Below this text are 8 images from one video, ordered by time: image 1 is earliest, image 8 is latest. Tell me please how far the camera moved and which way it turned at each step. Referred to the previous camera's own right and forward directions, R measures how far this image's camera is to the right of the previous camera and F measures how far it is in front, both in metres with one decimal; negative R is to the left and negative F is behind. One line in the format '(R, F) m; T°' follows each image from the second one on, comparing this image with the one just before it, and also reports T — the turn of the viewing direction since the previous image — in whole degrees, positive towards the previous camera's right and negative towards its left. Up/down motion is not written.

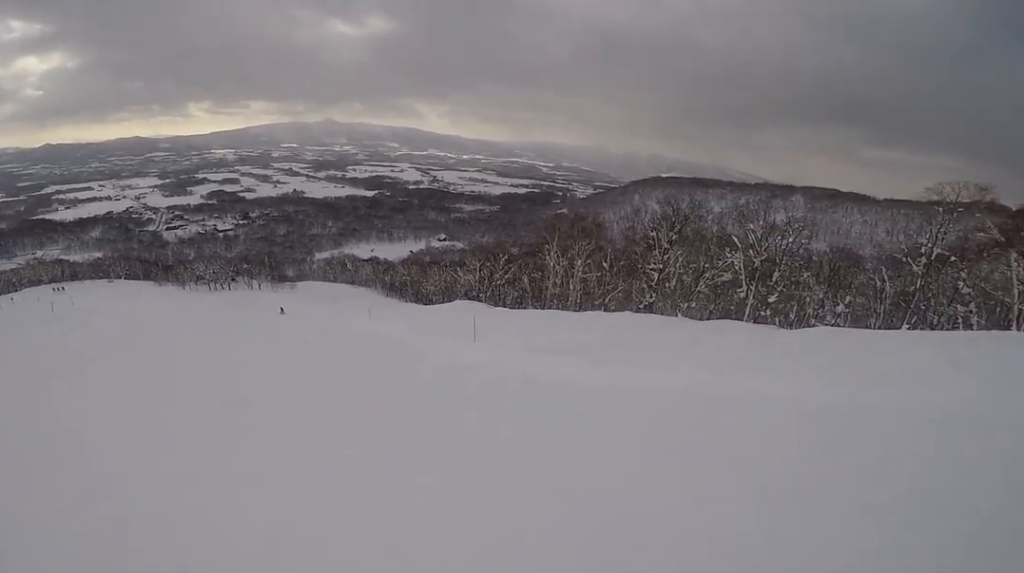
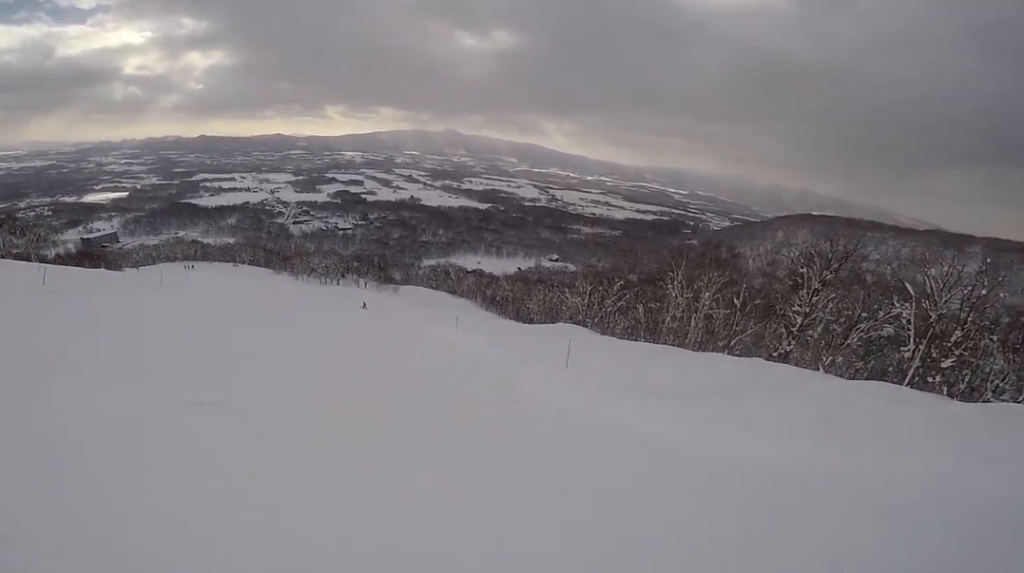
(-0.5, +2.5) m; -15°
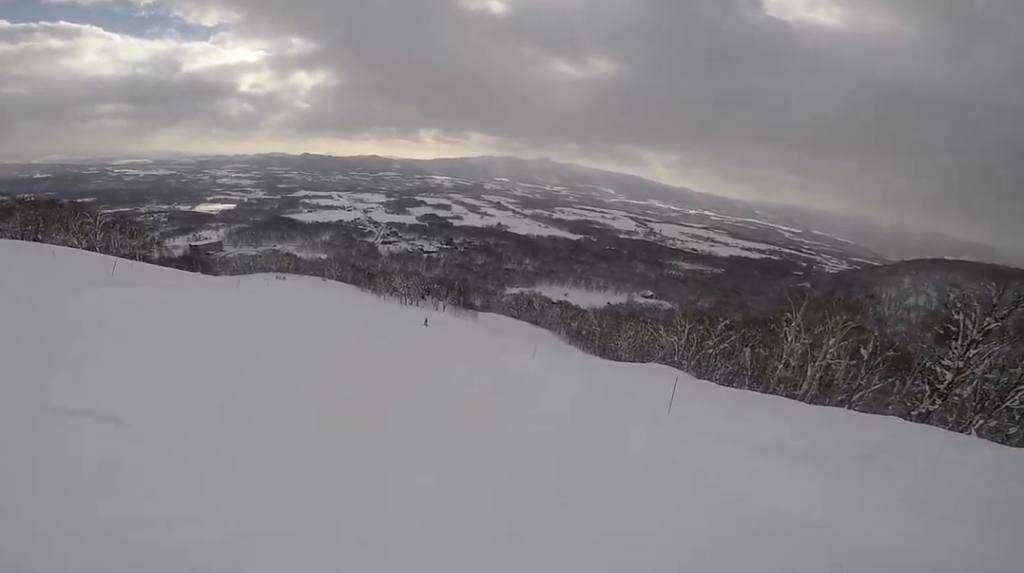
(-0.1, +2.4) m; -14°
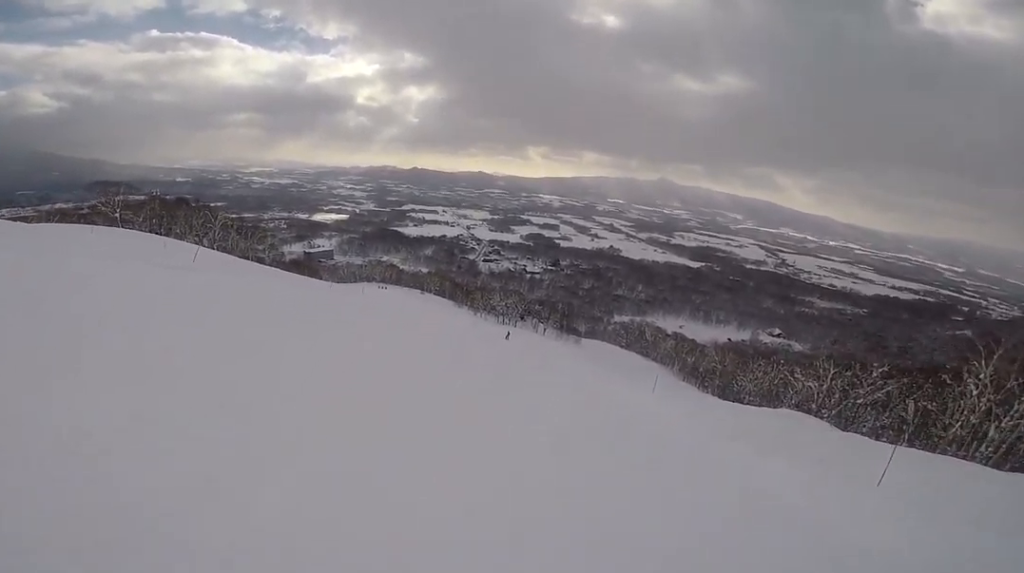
(-0.6, +3.1) m; -13°
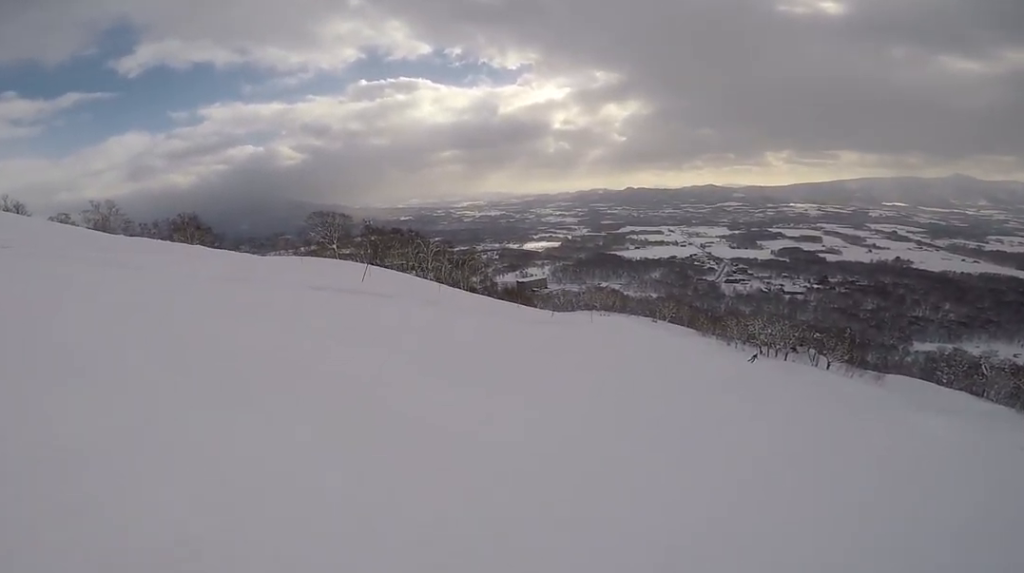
(-3.1, +8.4) m; -40°
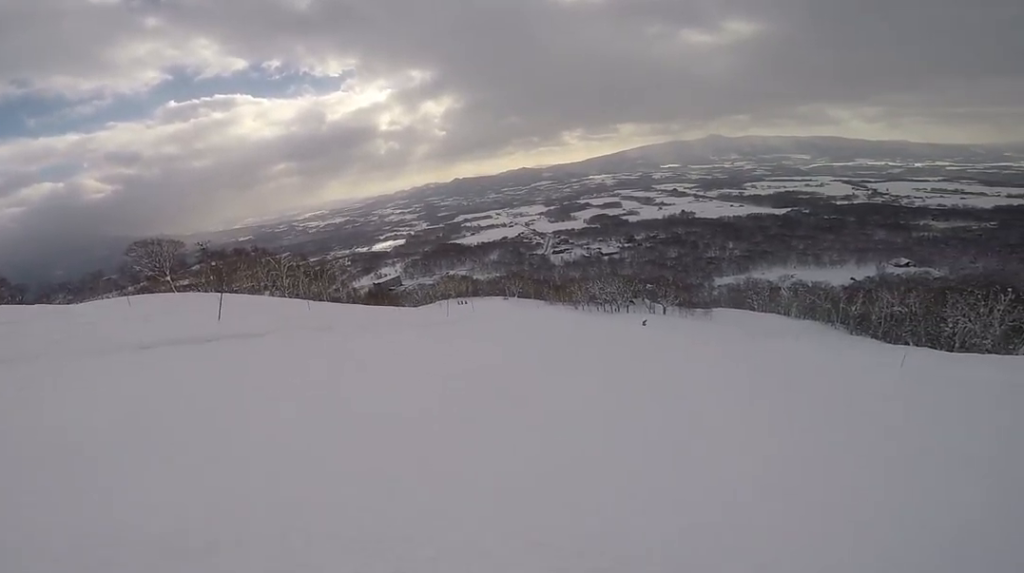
(-1.2, +6.6) m; -16°
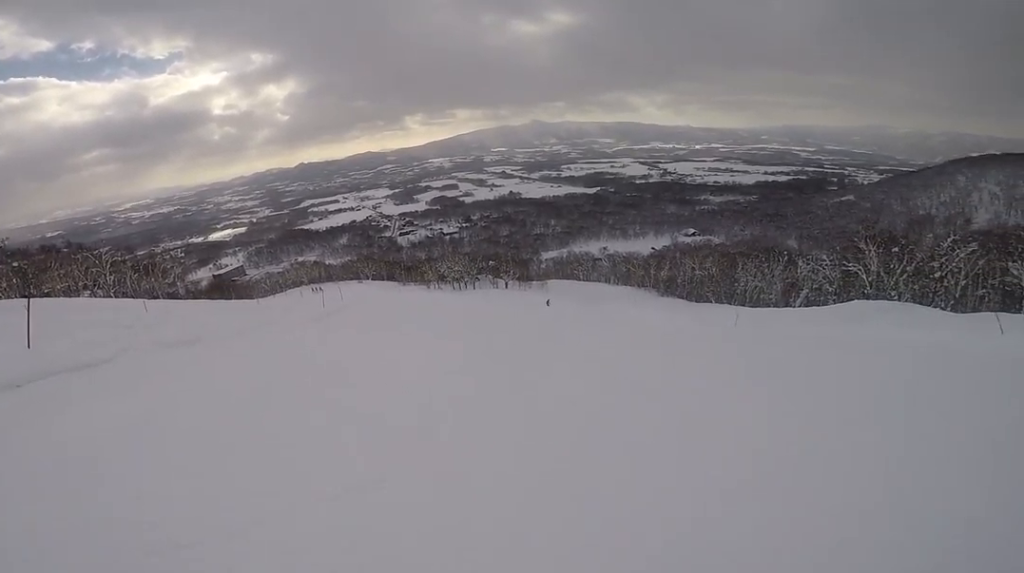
(-0.2, +5.4) m; +13°
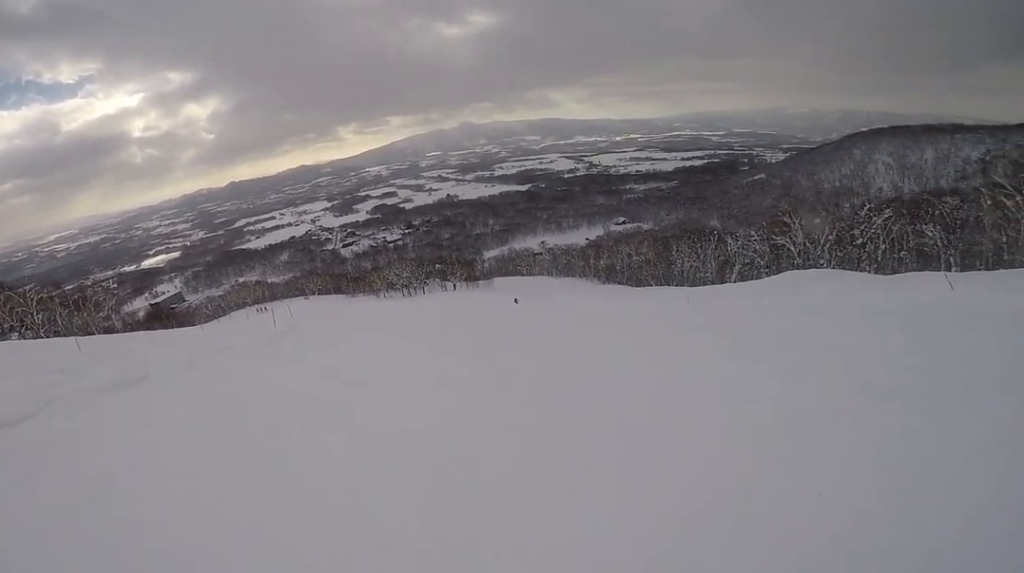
(+0.4, +2.0) m; +13°
